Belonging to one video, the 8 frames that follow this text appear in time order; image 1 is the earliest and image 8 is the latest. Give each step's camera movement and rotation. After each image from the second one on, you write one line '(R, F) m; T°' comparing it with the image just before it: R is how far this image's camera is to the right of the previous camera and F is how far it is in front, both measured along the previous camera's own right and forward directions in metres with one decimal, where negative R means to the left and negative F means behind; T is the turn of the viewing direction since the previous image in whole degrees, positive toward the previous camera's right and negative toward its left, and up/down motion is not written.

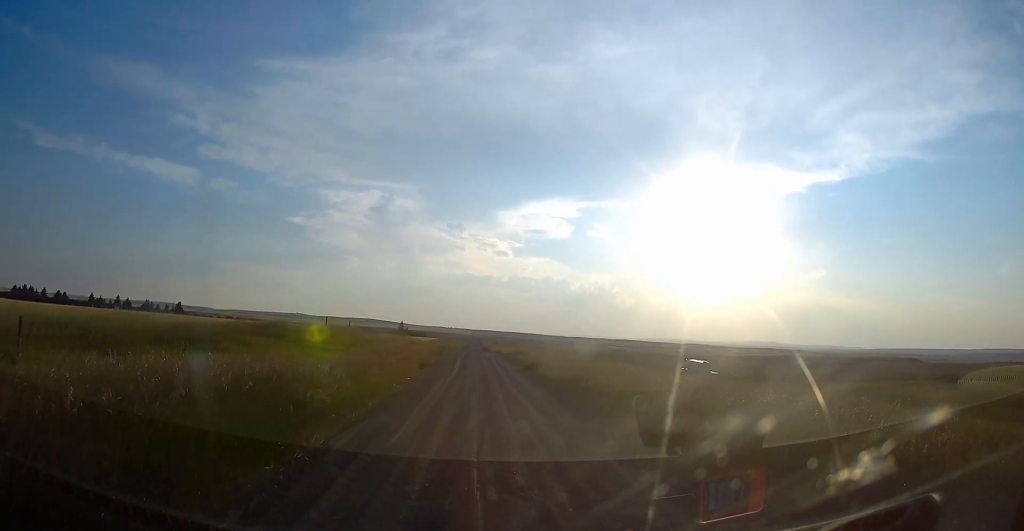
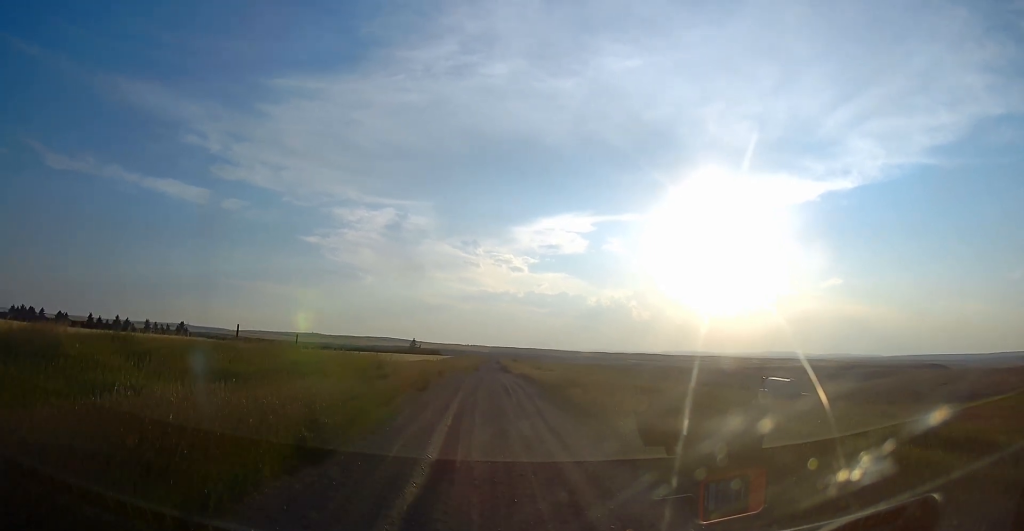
(-0.4, +17.5) m; -2°
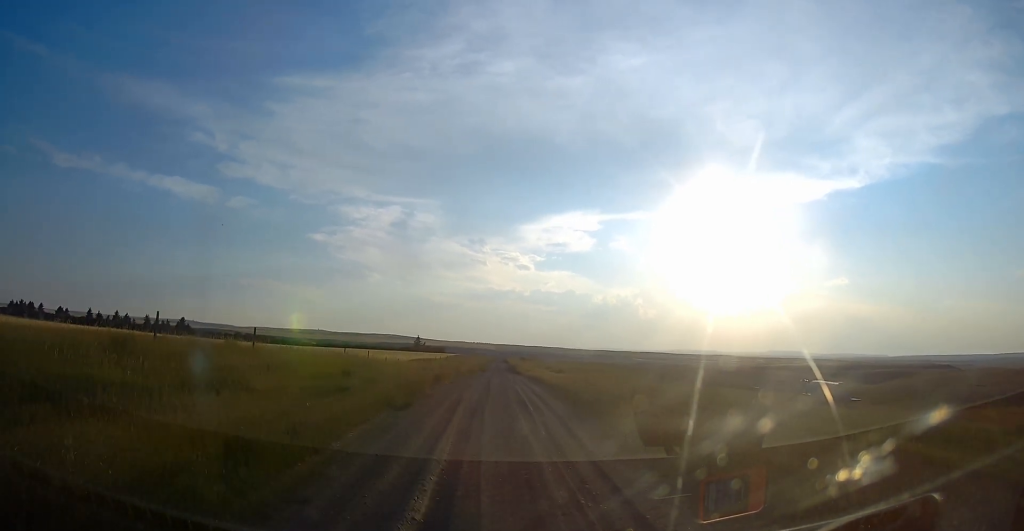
(0.0, +7.1) m; 0°
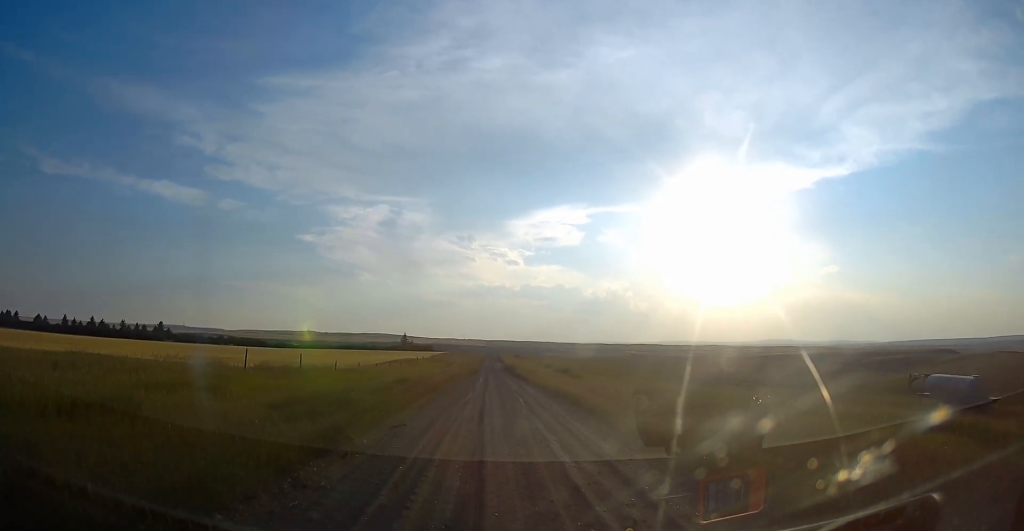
(0.0, +15.6) m; 0°
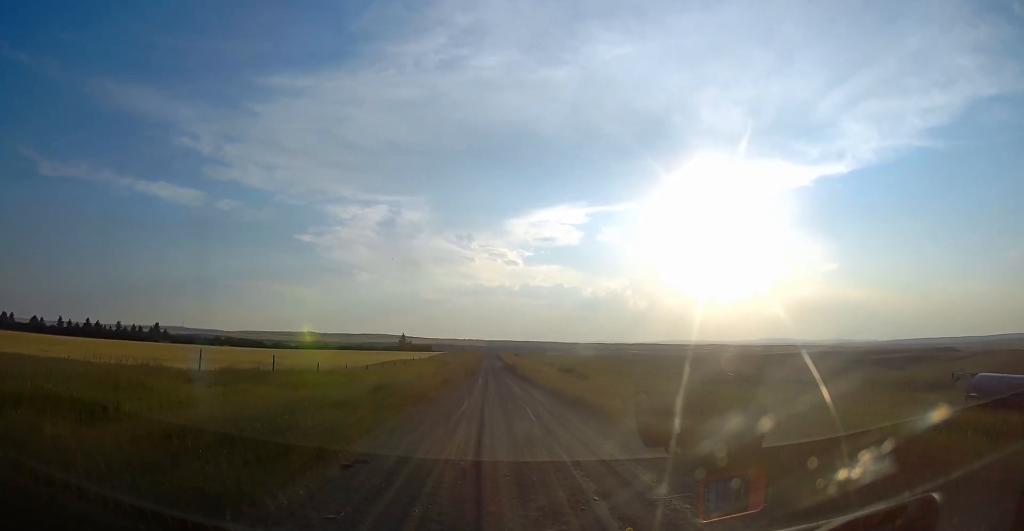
(0.0, +4.1) m; 0°
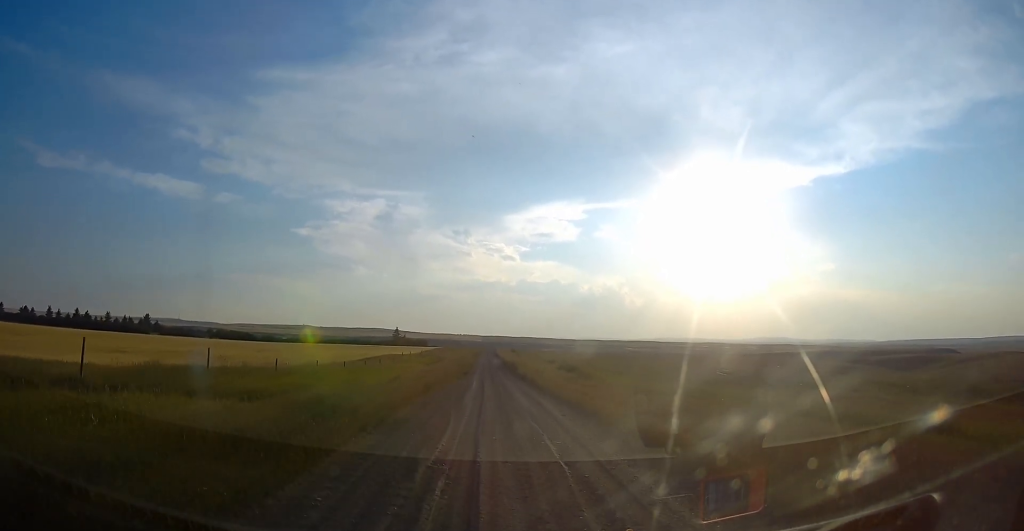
(0.0, +6.3) m; 0°
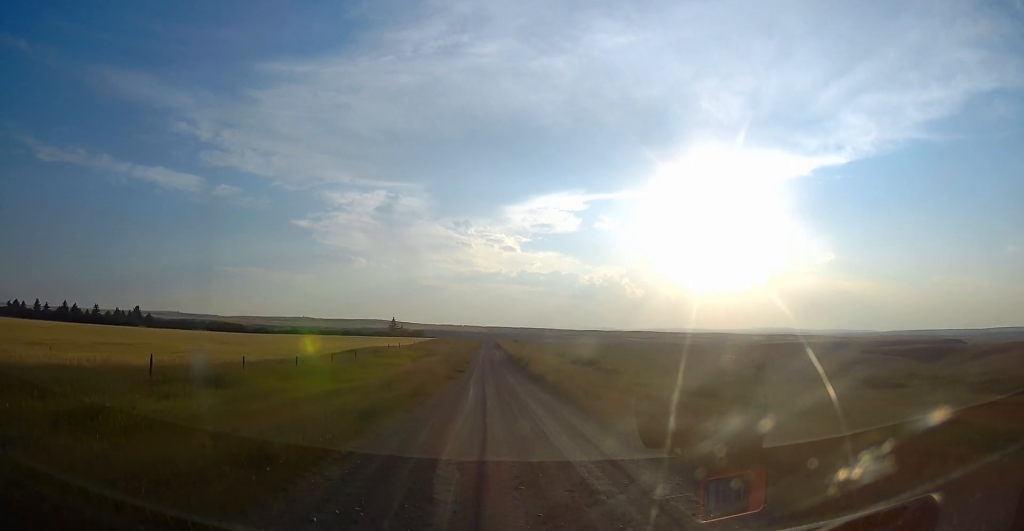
(0.0, +11.1) m; 0°
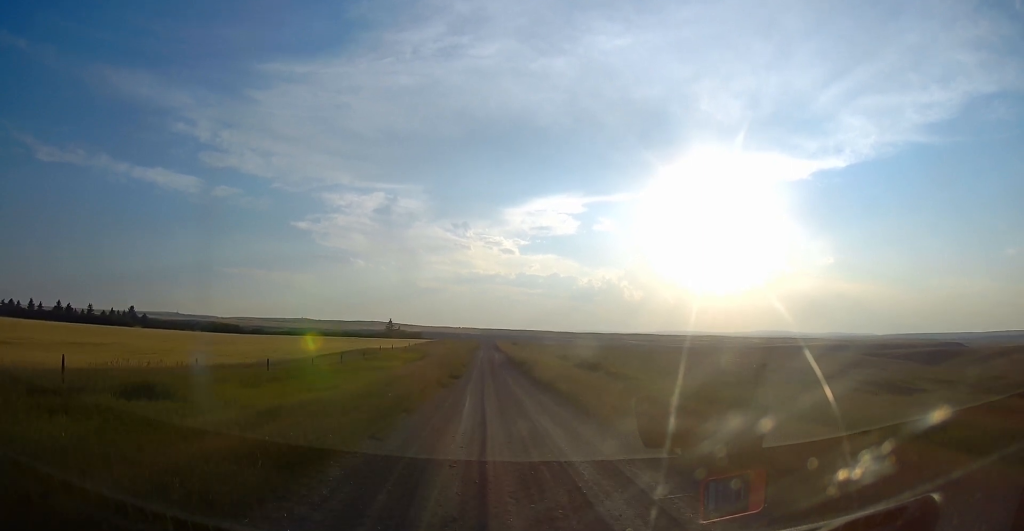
(0.0, +4.1) m; 0°
